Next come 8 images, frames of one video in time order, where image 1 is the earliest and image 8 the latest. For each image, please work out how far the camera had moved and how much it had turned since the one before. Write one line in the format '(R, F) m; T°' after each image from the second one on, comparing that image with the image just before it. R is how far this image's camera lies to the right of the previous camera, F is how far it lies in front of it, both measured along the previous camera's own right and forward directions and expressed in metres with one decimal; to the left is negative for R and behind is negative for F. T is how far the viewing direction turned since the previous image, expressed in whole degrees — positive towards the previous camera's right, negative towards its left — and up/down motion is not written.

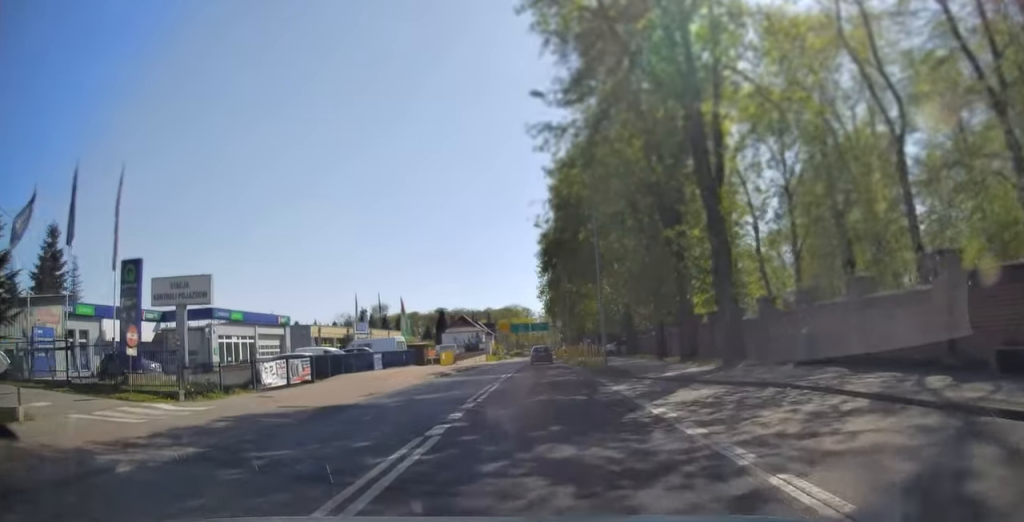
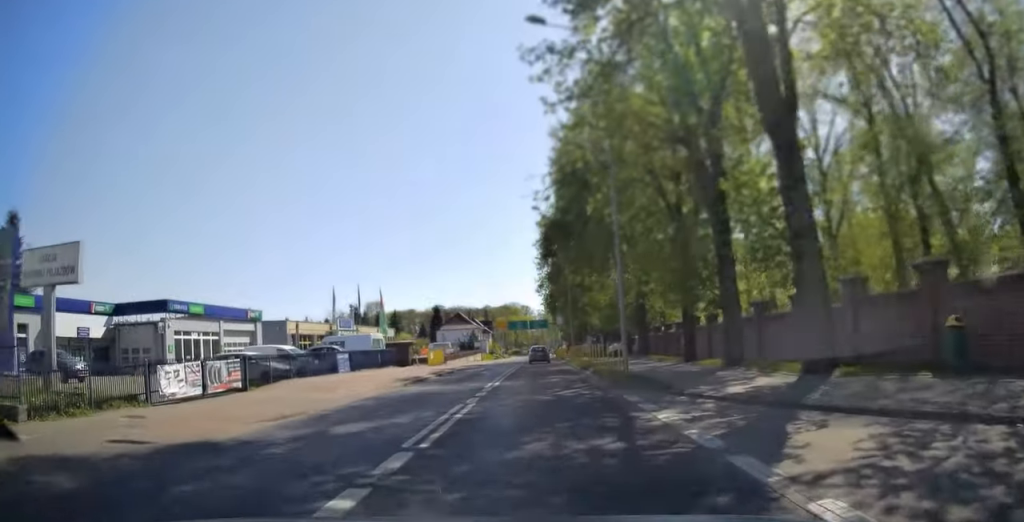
(0.0, +6.8) m; 0°
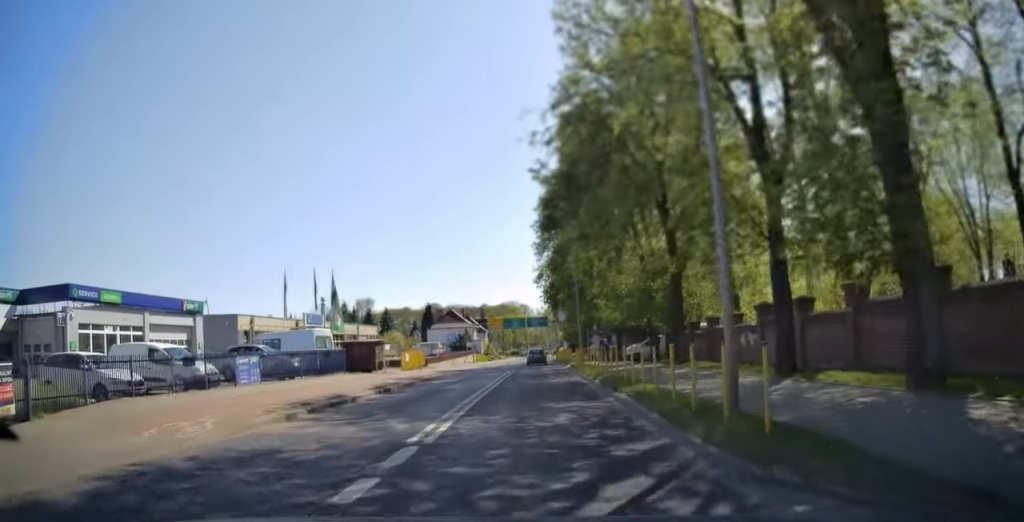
(0.0, +11.1) m; 0°
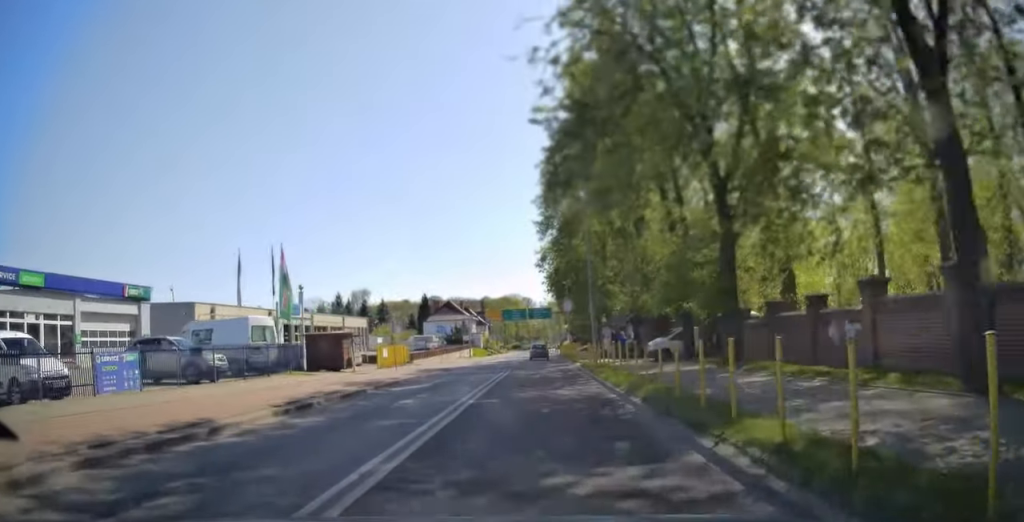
(0.0, +7.9) m; 0°
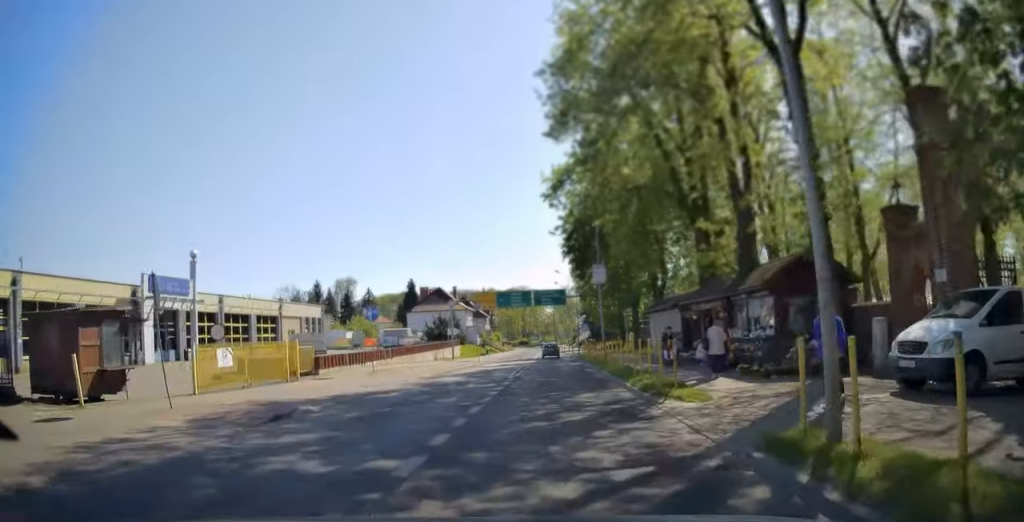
(-0.1, +23.6) m; 0°
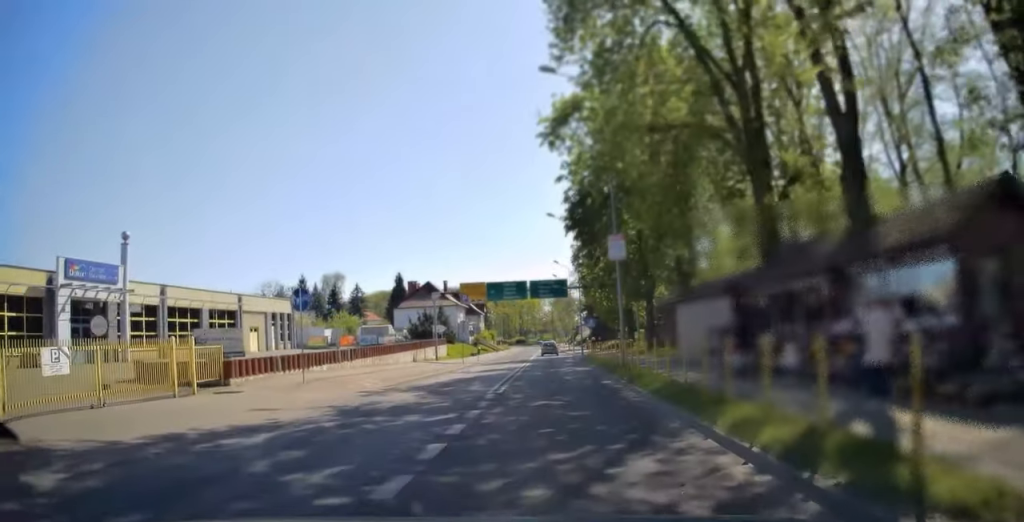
(0.0, +8.4) m; 0°
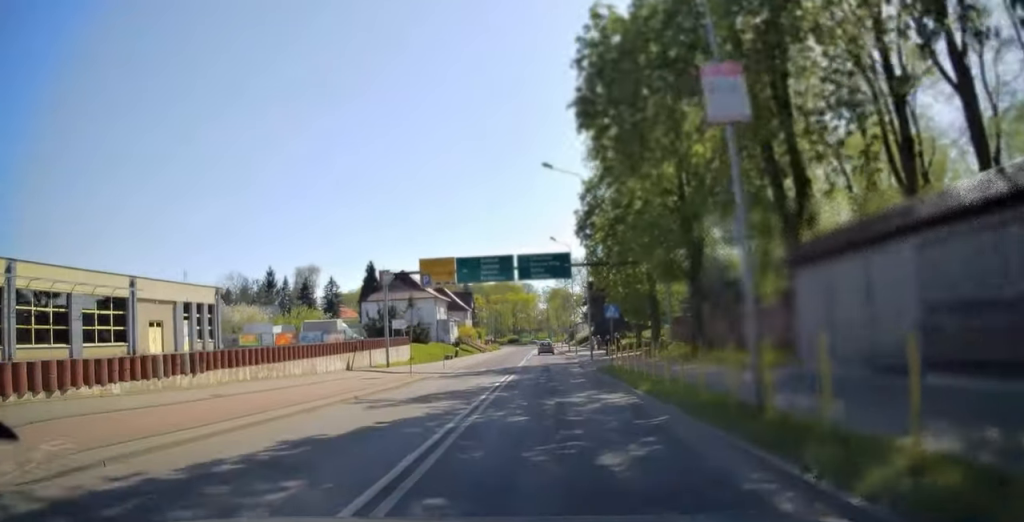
(-0.1, +15.2) m; 0°
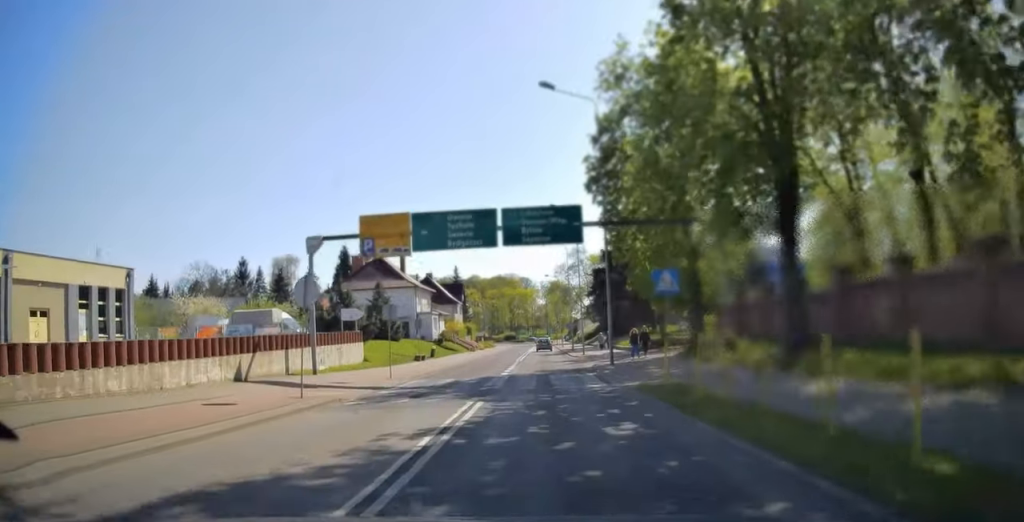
(+0.1, +12.2) m; 0°
